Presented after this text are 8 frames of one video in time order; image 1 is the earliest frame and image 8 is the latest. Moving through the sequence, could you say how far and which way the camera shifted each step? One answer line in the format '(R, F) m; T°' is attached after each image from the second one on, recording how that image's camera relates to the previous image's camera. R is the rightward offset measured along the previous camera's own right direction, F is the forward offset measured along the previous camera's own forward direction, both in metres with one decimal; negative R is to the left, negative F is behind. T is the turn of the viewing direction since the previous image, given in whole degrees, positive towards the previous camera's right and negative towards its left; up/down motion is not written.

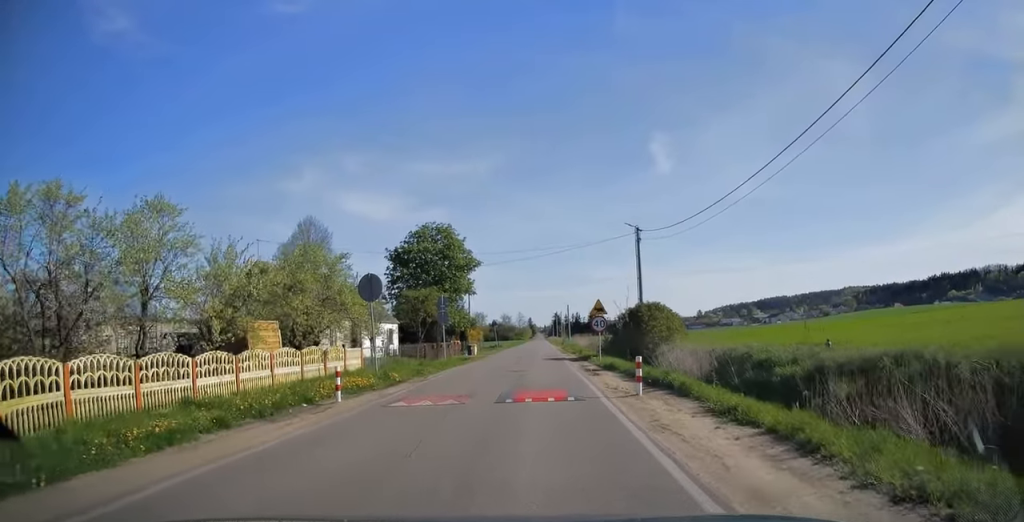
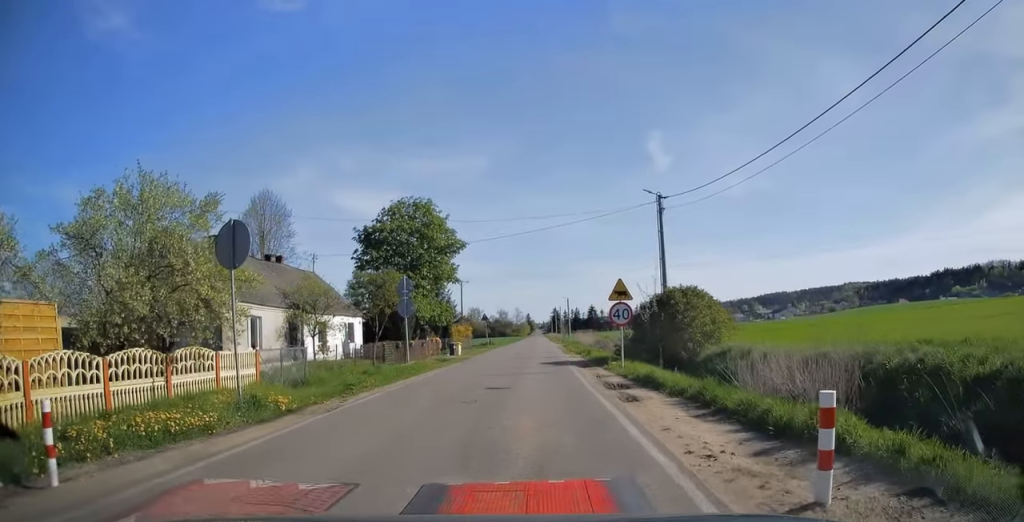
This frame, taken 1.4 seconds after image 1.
(0.0, +9.7) m; -2°
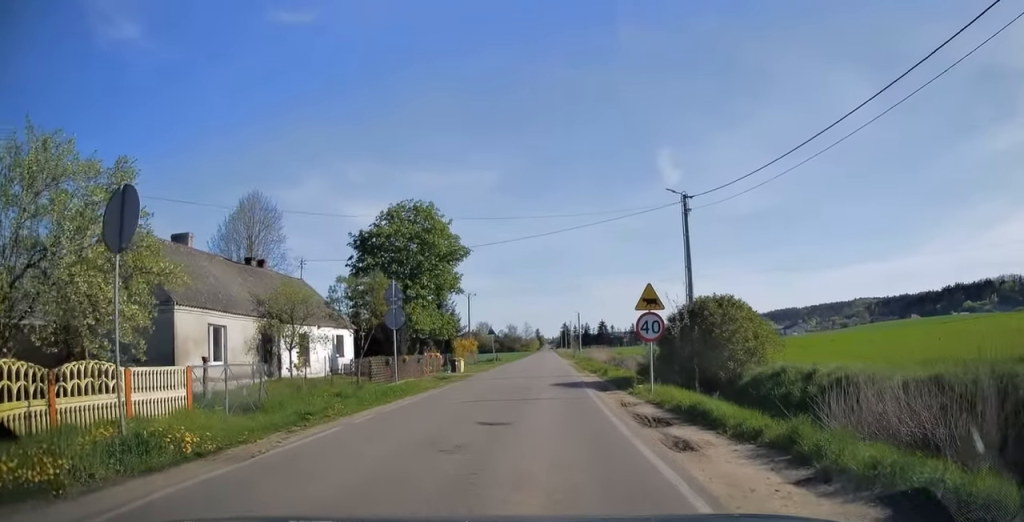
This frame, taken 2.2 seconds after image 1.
(-0.1, +3.9) m; -1°
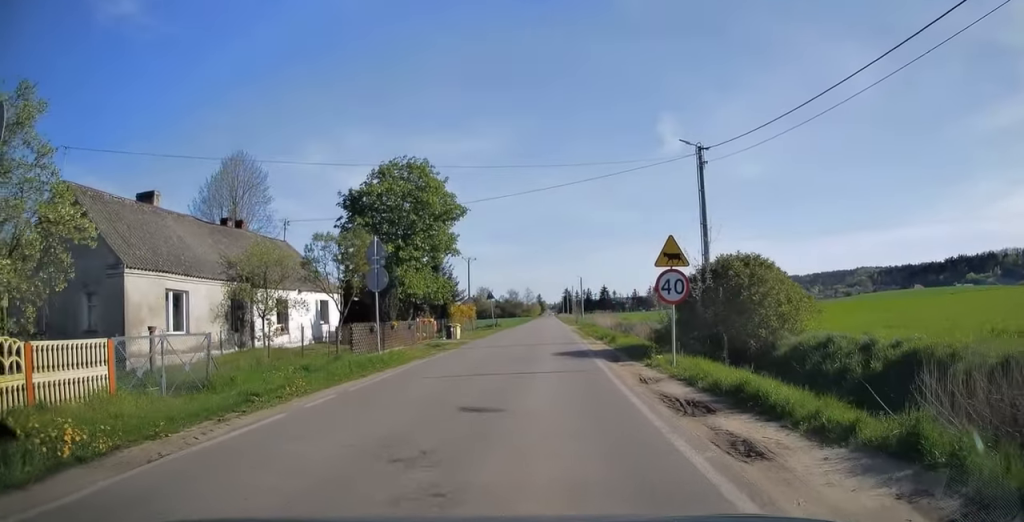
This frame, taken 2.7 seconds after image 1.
(0.0, +2.7) m; 0°
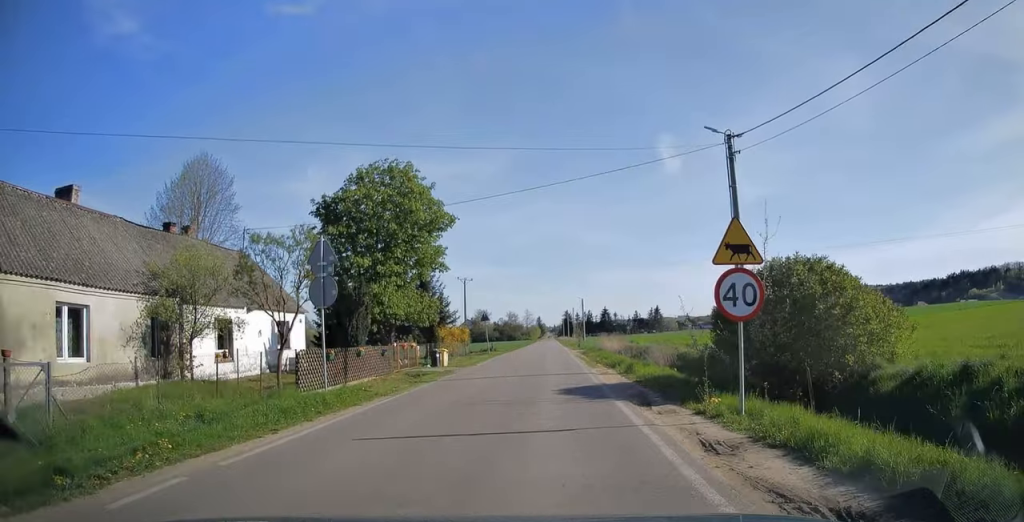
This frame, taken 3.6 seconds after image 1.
(+0.1, +5.0) m; +2°
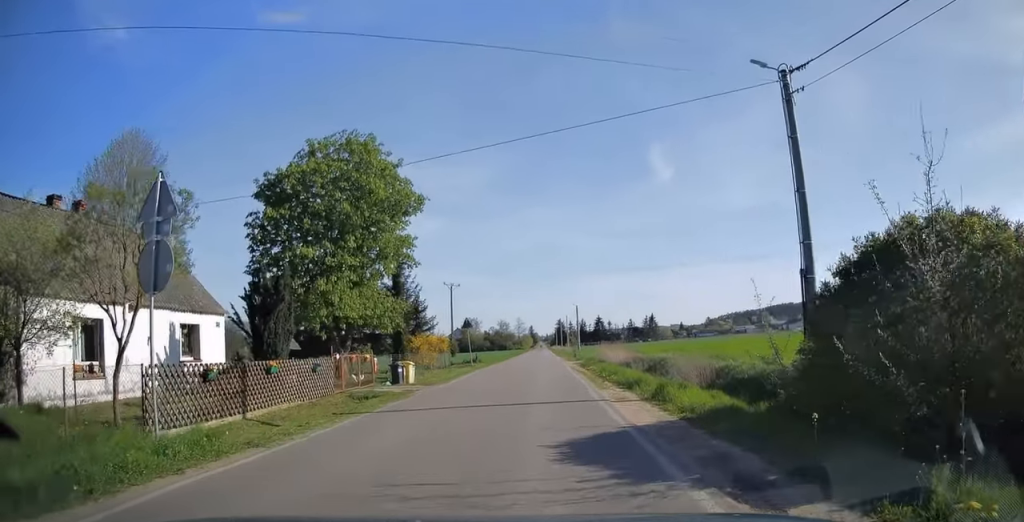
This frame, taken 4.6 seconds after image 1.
(+0.1, +6.5) m; +1°
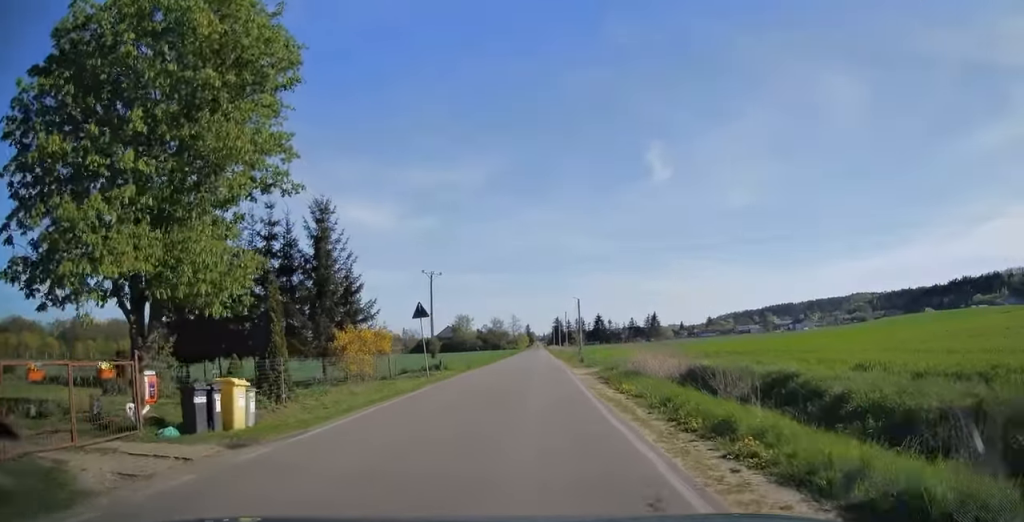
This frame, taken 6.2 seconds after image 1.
(-0.1, +14.6) m; 0°
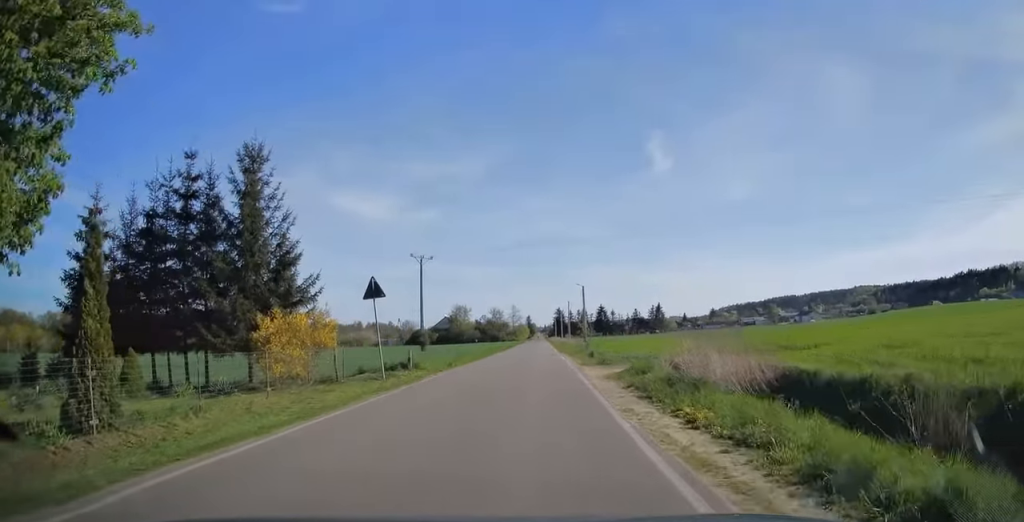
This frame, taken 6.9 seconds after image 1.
(0.0, +7.7) m; 0°
